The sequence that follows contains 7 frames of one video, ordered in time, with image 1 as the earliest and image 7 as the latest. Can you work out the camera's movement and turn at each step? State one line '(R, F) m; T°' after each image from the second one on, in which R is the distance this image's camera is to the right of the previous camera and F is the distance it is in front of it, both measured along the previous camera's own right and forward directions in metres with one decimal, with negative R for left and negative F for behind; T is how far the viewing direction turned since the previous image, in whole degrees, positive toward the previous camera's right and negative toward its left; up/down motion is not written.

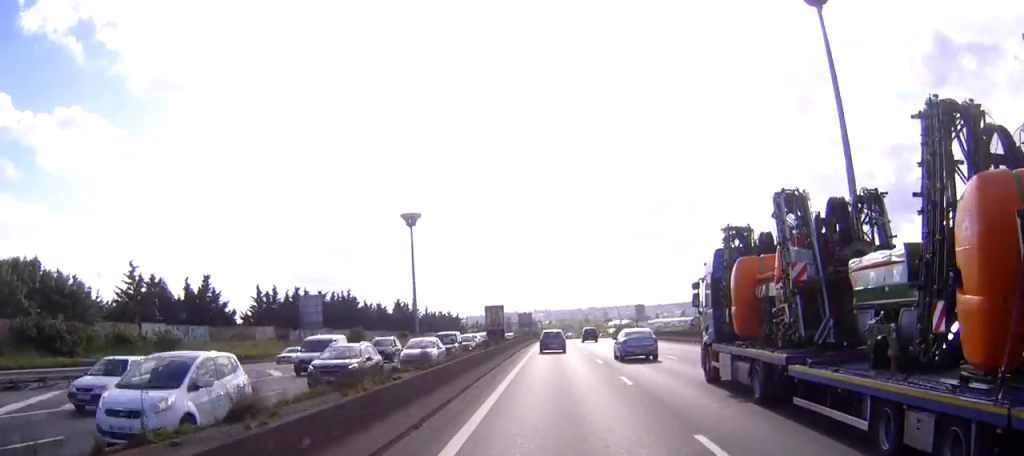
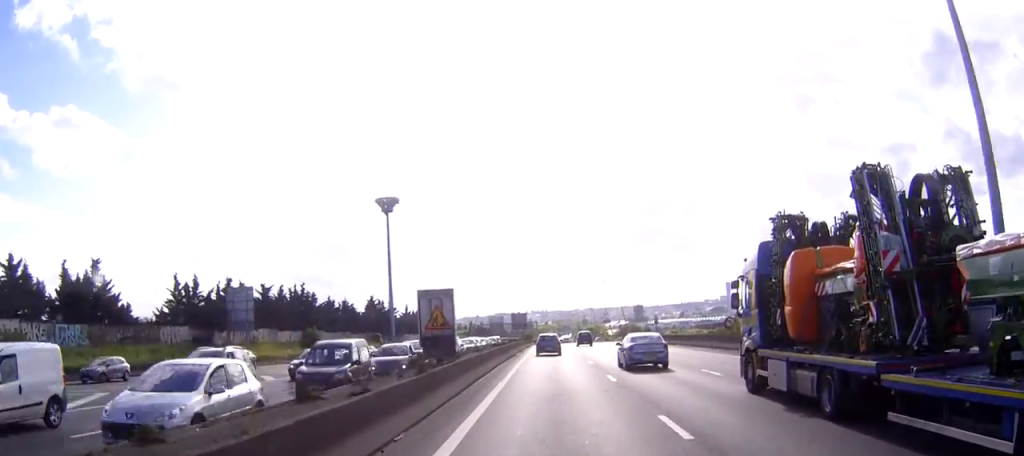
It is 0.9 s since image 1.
(+0.1, +21.8) m; 0°
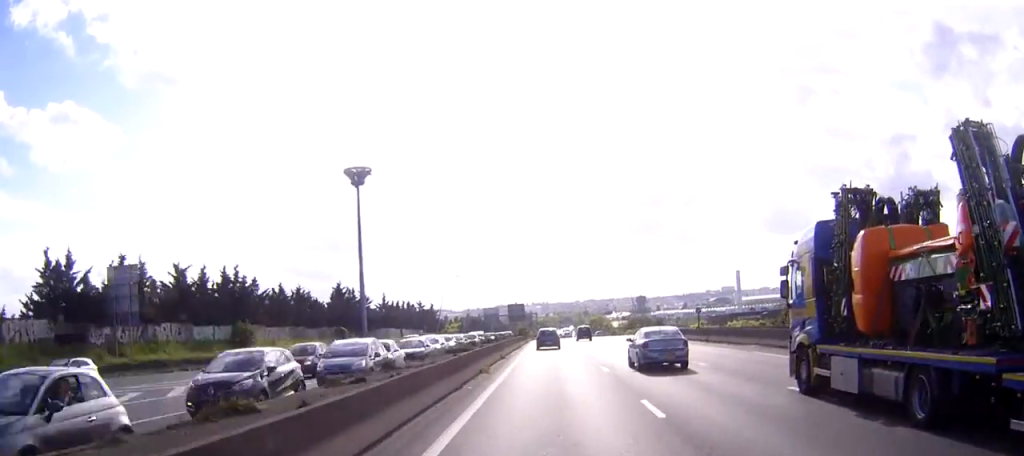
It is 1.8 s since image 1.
(0.0, +22.7) m; 0°
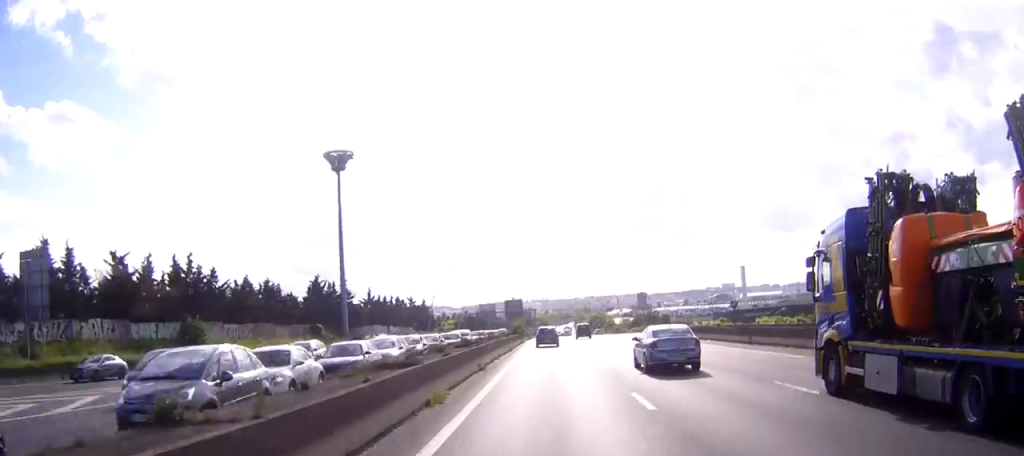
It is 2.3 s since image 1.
(0.0, +11.4) m; 0°
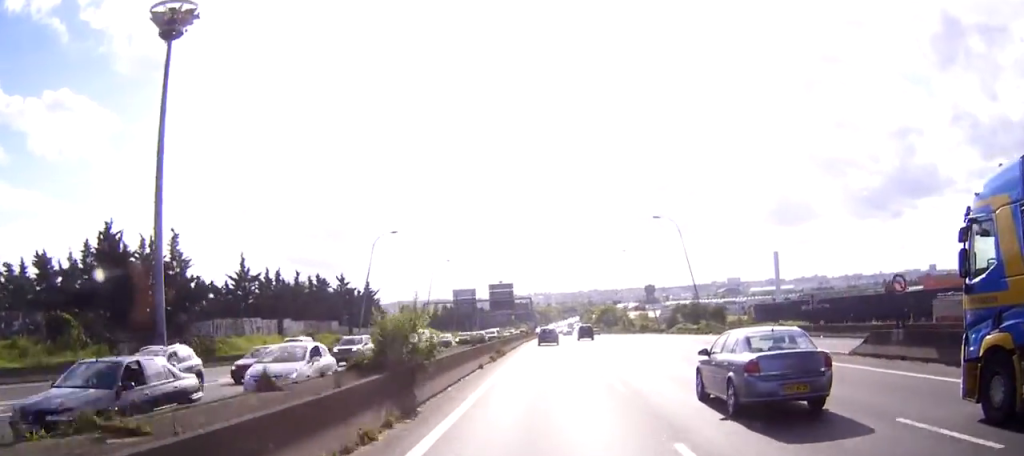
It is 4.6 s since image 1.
(0.0, +56.2) m; 0°
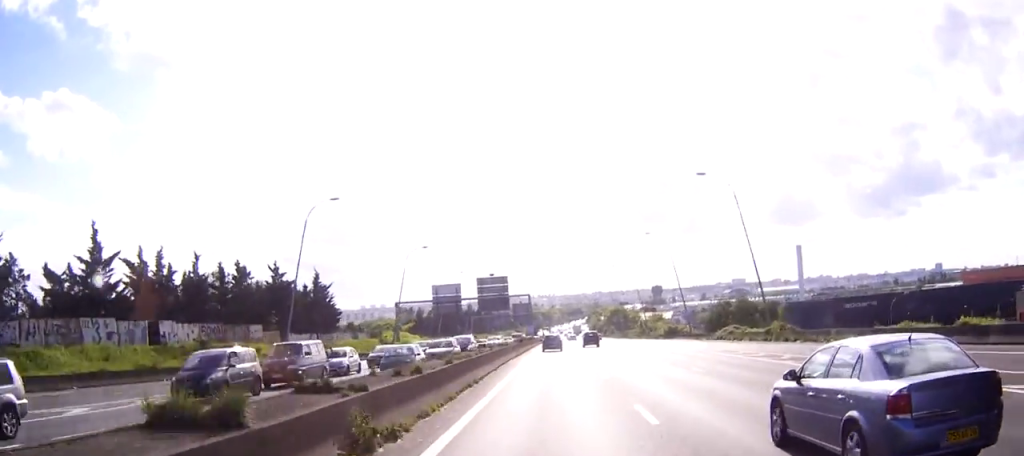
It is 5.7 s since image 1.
(-0.2, +28.7) m; 0°
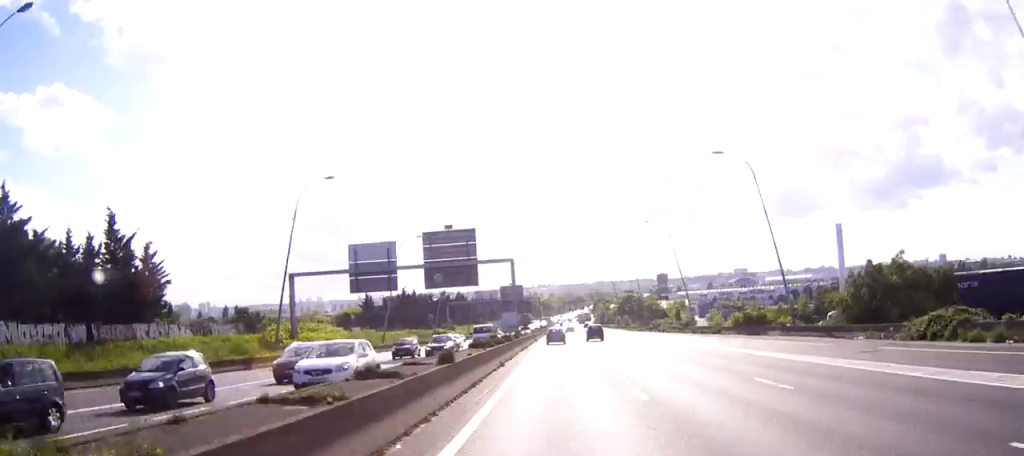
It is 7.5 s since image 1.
(-0.1, +47.1) m; 0°
